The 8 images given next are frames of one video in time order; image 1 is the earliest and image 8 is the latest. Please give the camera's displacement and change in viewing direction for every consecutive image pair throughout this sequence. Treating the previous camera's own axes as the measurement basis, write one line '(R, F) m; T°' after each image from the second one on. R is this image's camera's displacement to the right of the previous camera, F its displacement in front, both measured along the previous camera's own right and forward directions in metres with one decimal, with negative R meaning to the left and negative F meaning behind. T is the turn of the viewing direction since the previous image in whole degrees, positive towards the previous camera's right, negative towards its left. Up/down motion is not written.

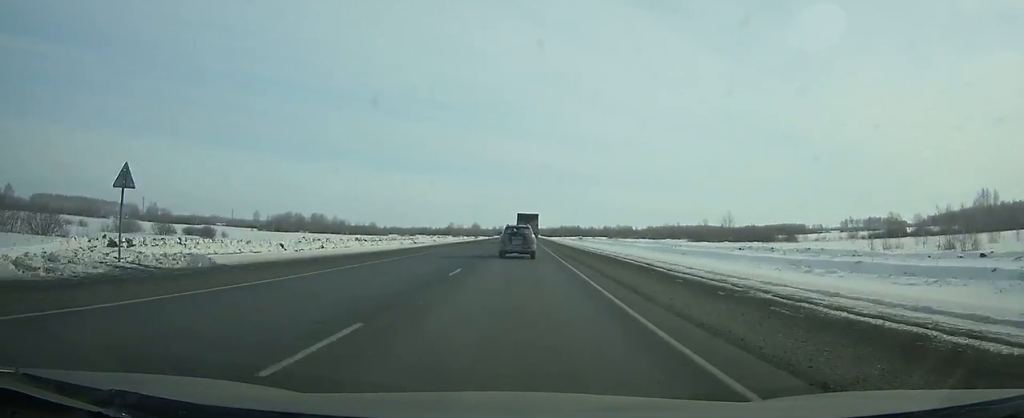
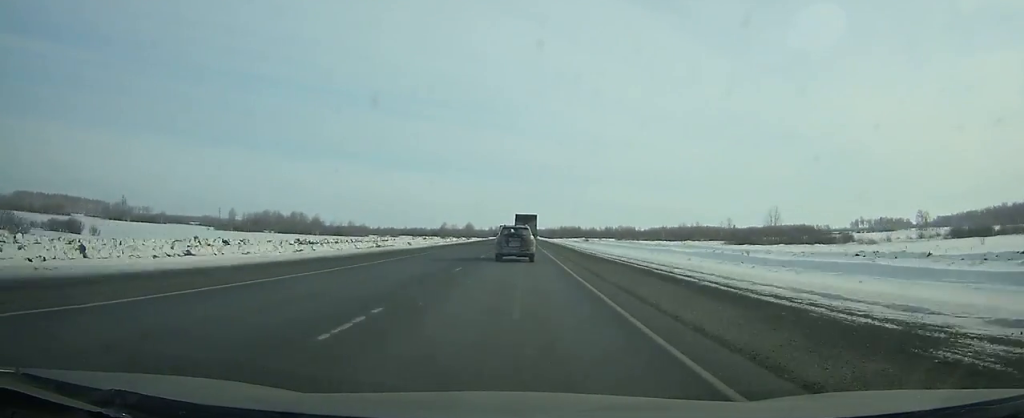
(0.0, +33.5) m; 0°
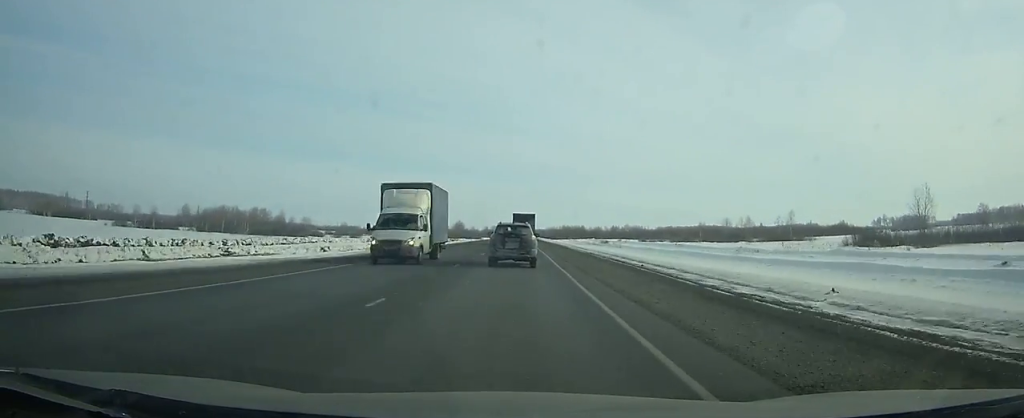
(0.0, +55.6) m; 0°
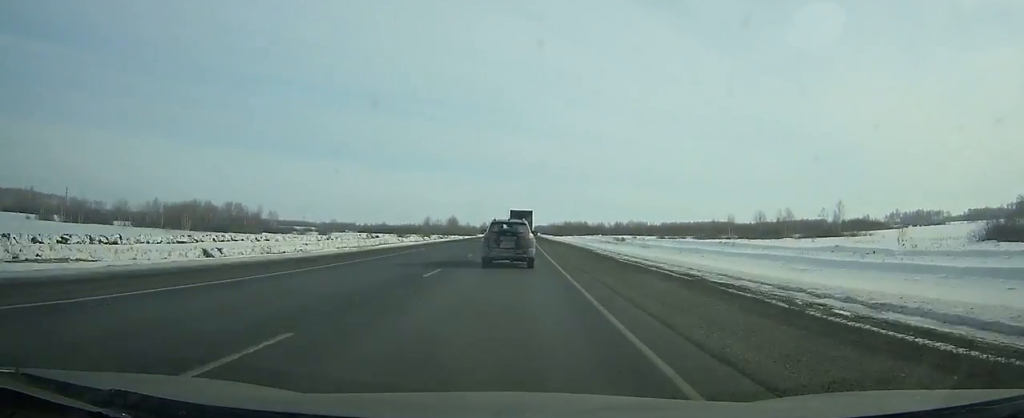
(+0.1, +28.6) m; 0°
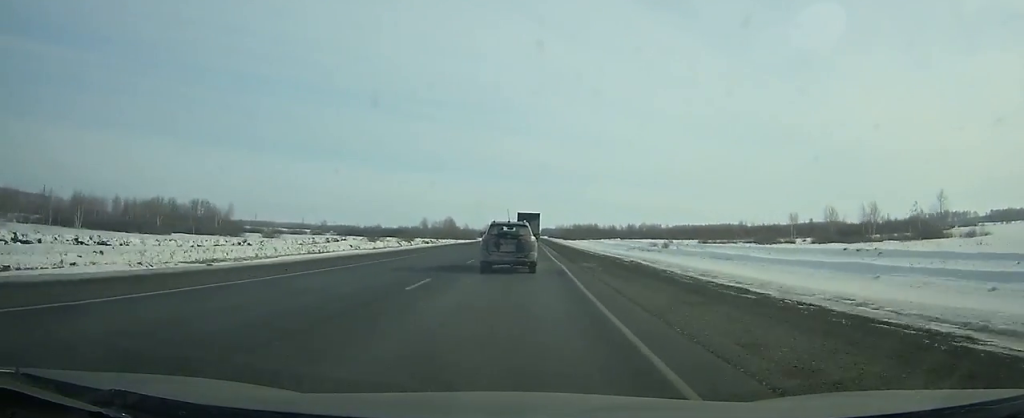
(-0.1, +39.0) m; 0°
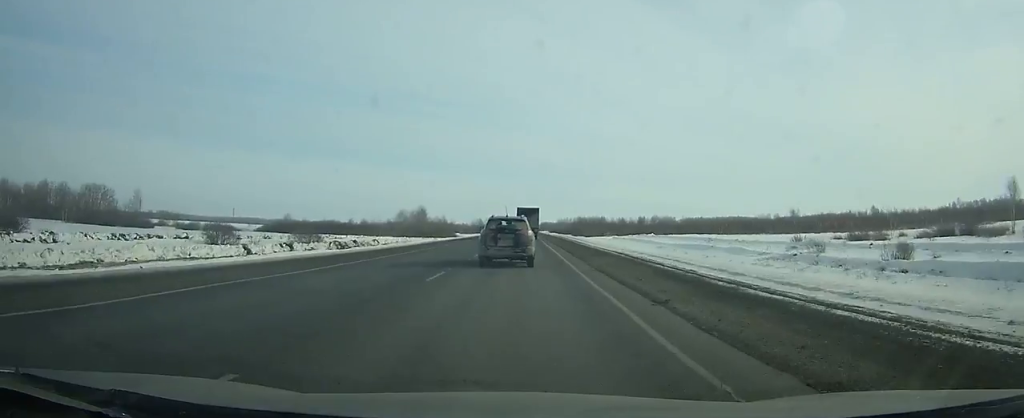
(-0.2, +72.1) m; 0°
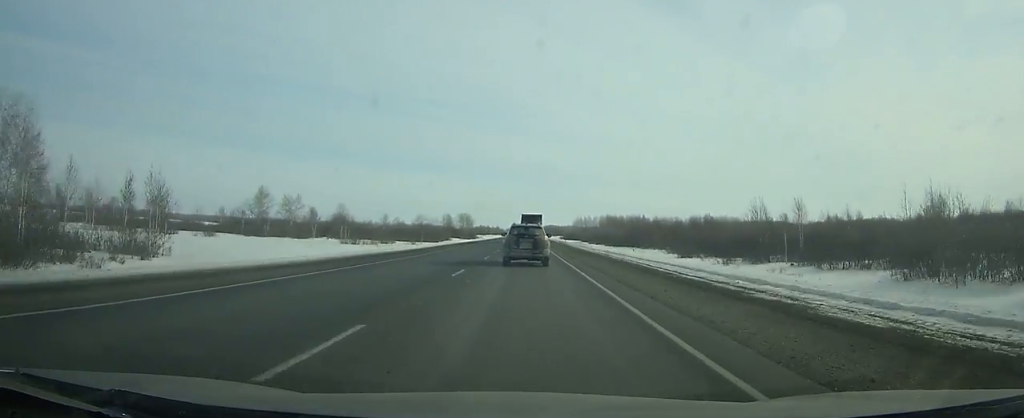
(+0.2, +178.3) m; 0°
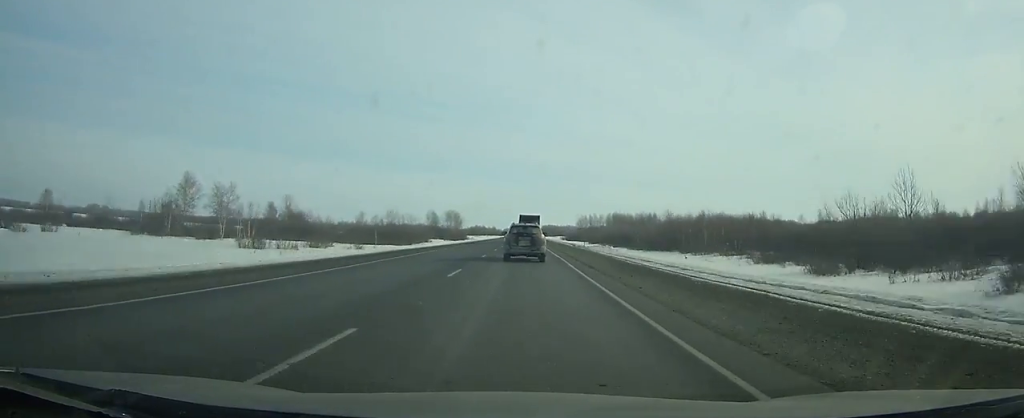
(+0.1, +36.5) m; 0°
